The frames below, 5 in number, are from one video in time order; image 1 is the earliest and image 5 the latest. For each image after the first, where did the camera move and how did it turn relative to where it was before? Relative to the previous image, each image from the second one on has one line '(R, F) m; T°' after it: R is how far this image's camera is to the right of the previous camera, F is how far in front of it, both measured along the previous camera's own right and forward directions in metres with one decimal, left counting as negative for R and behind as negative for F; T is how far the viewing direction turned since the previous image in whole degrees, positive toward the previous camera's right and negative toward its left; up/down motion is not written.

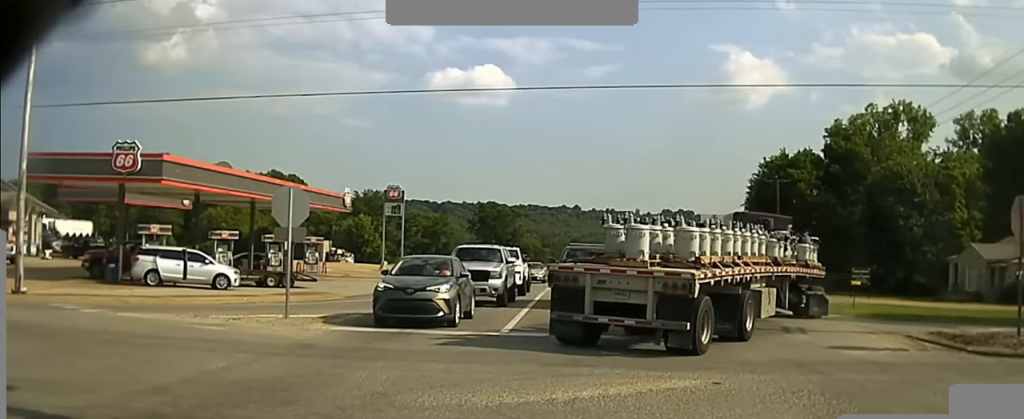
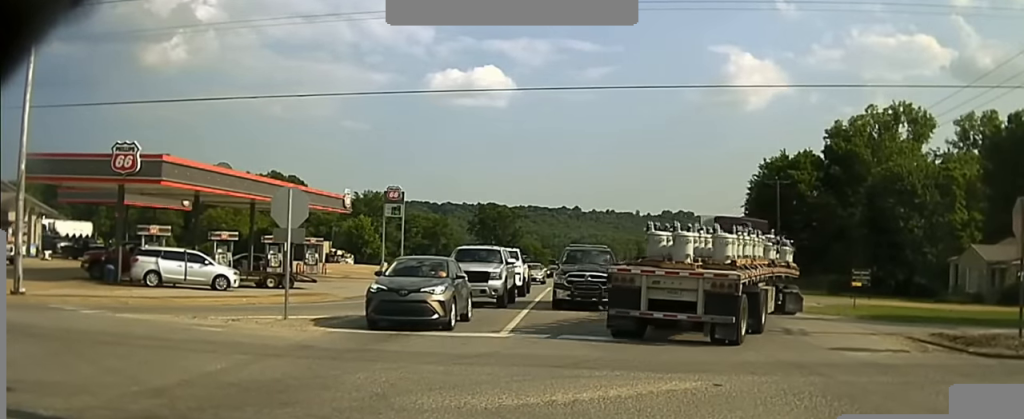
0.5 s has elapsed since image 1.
(-0.1, +0.3) m; 0°
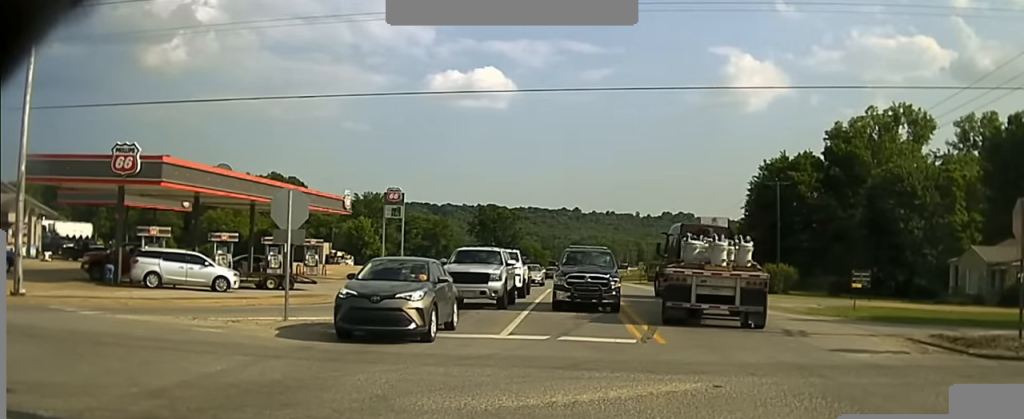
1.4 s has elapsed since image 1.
(-0.1, +0.3) m; 0°
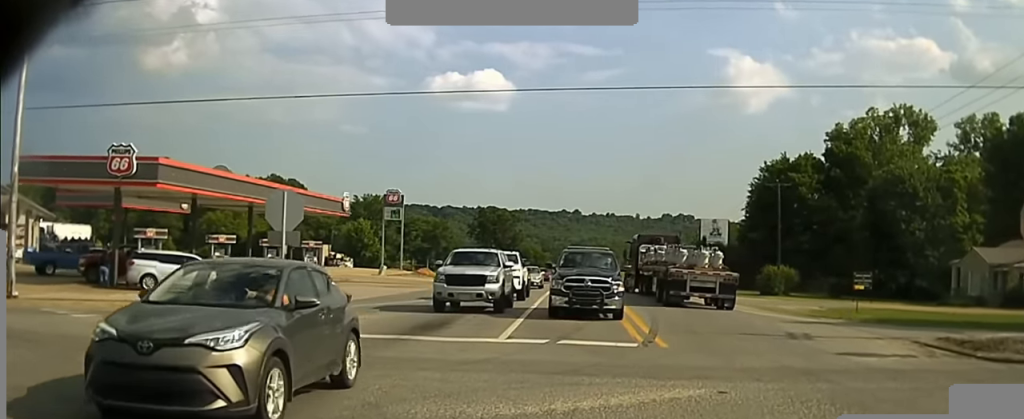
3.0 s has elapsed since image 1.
(-0.1, +0.4) m; 0°
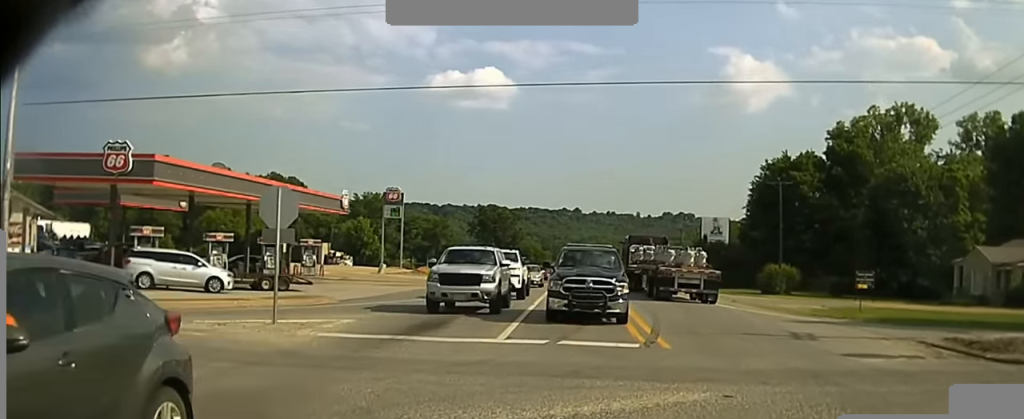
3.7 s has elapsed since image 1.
(-0.1, +0.3) m; 0°
